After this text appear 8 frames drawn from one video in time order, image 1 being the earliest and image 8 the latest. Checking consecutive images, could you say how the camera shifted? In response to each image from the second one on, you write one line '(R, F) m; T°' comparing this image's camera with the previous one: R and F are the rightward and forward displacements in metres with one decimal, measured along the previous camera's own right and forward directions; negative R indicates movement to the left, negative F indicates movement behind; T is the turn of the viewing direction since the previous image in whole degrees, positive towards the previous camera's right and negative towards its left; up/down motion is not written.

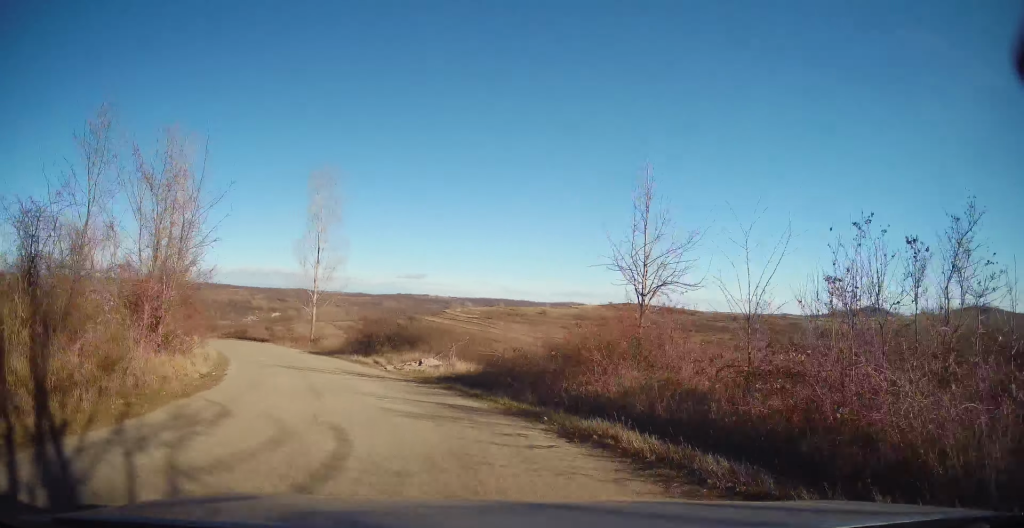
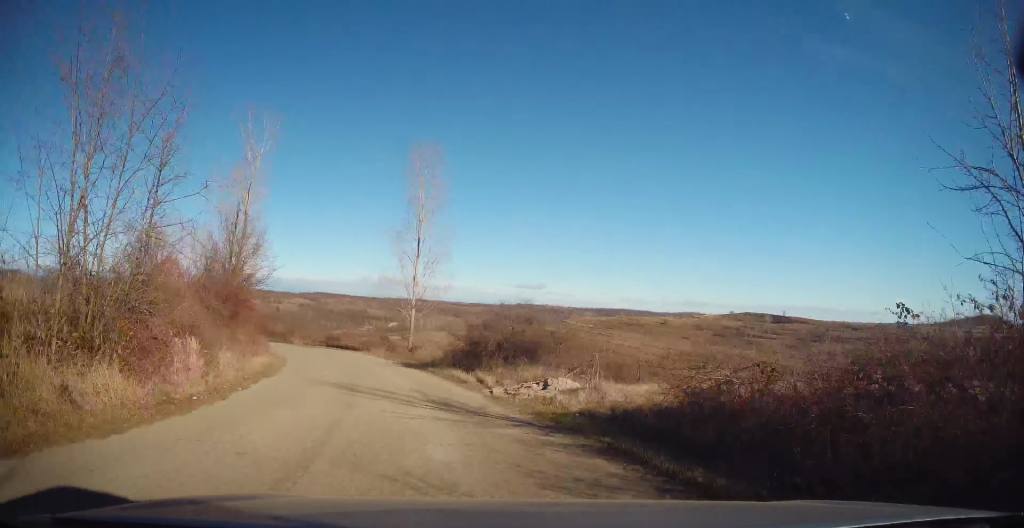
(-0.6, +7.6) m; -12°
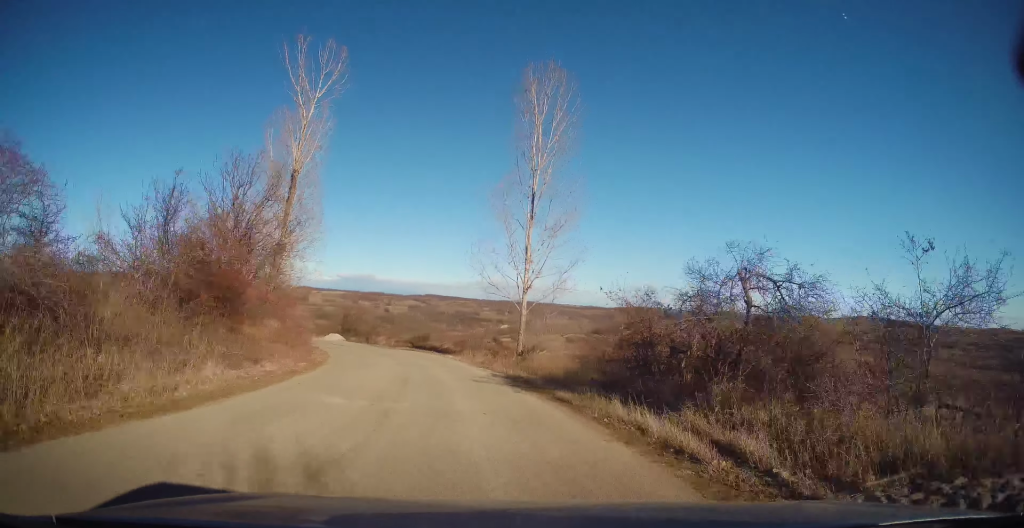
(-1.9, +11.1) m; -12°
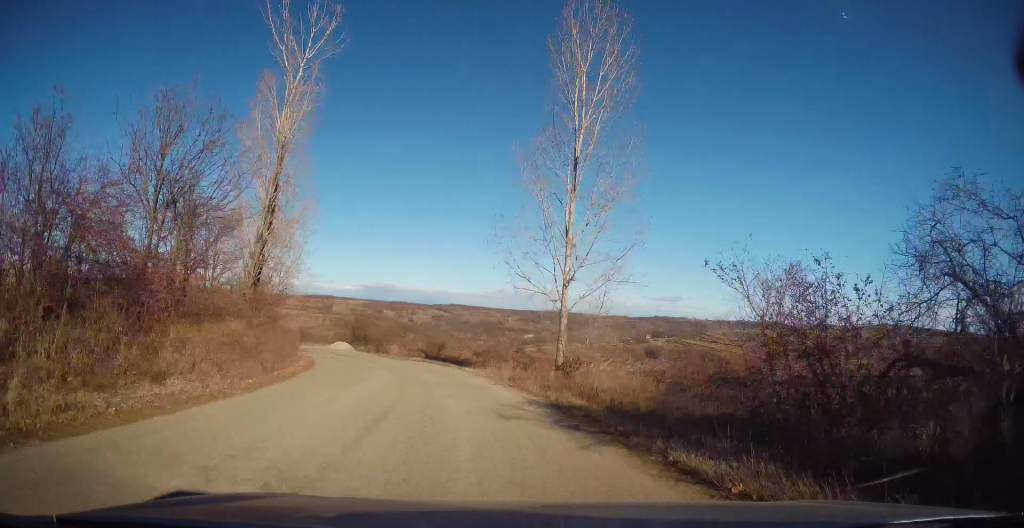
(-0.1, +5.9) m; -3°
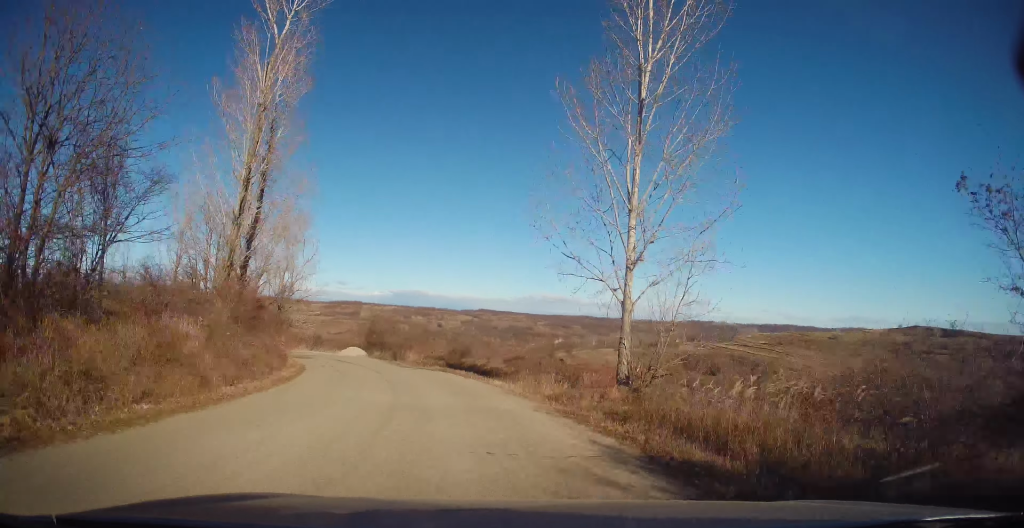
(+0.2, +5.1) m; -3°
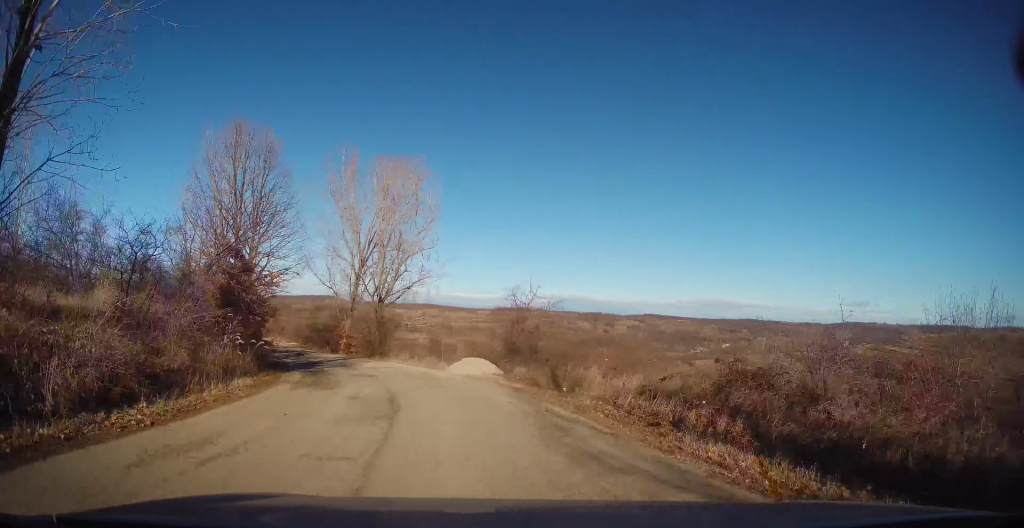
(-3.3, +20.8) m; -18°
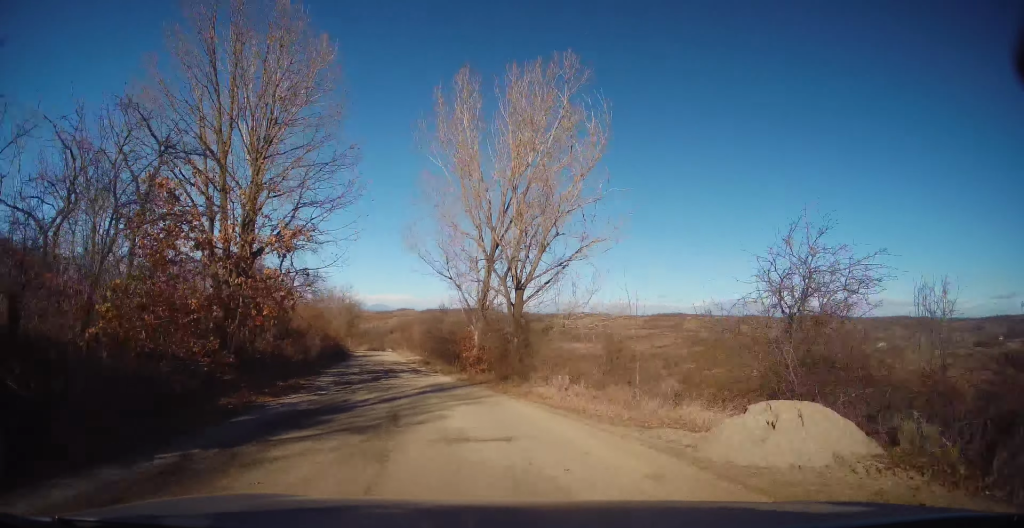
(-2.3, +16.1) m; -16°
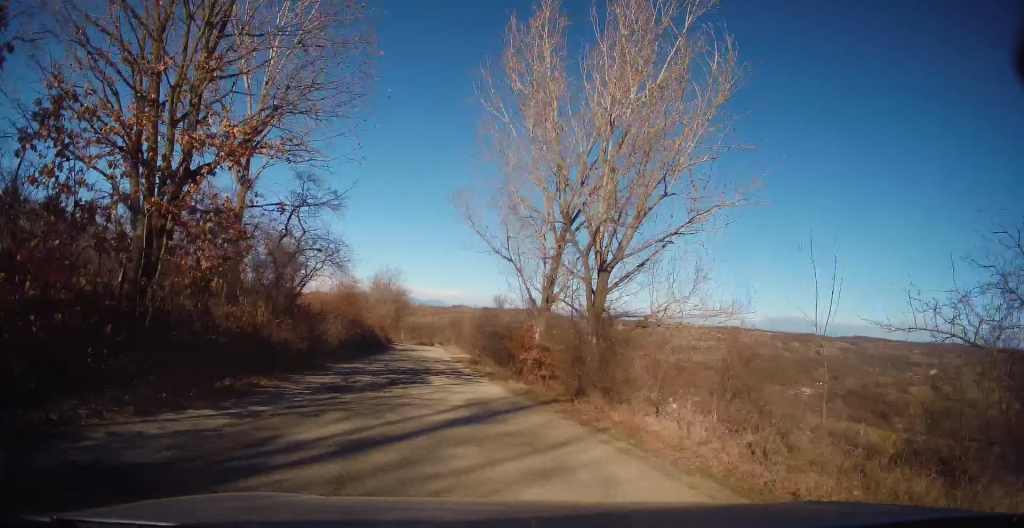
(-0.4, +7.1) m; -5°
